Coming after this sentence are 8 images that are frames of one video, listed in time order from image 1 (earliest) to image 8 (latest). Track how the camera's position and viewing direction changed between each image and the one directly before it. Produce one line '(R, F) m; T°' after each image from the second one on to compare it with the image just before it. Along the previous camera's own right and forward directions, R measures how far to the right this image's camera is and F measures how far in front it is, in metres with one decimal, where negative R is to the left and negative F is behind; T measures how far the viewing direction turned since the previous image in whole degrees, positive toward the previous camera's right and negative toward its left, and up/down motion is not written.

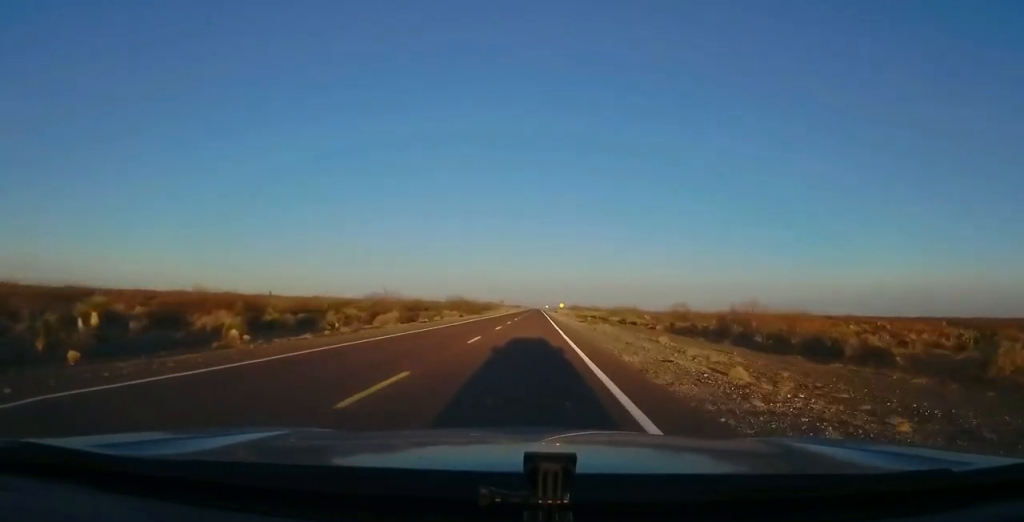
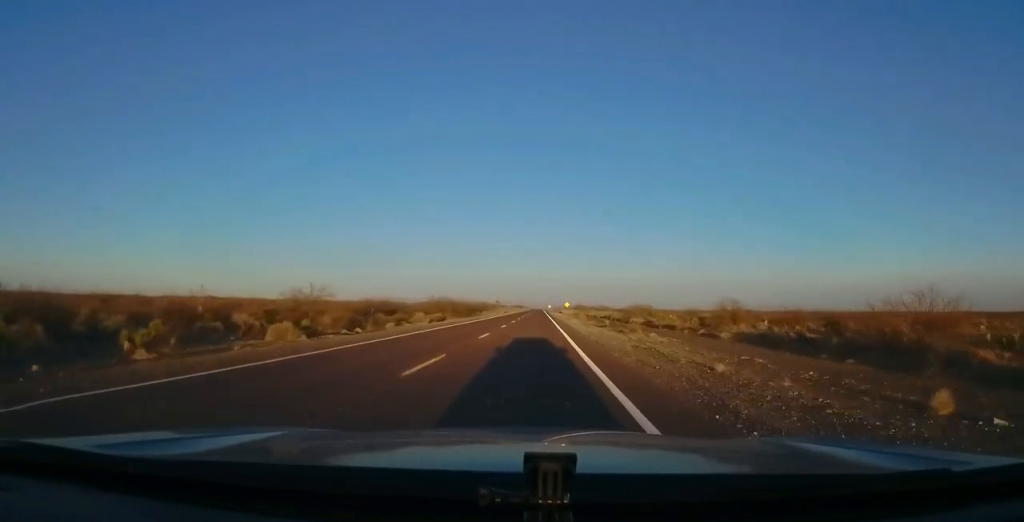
(-0.2, +20.4) m; 0°
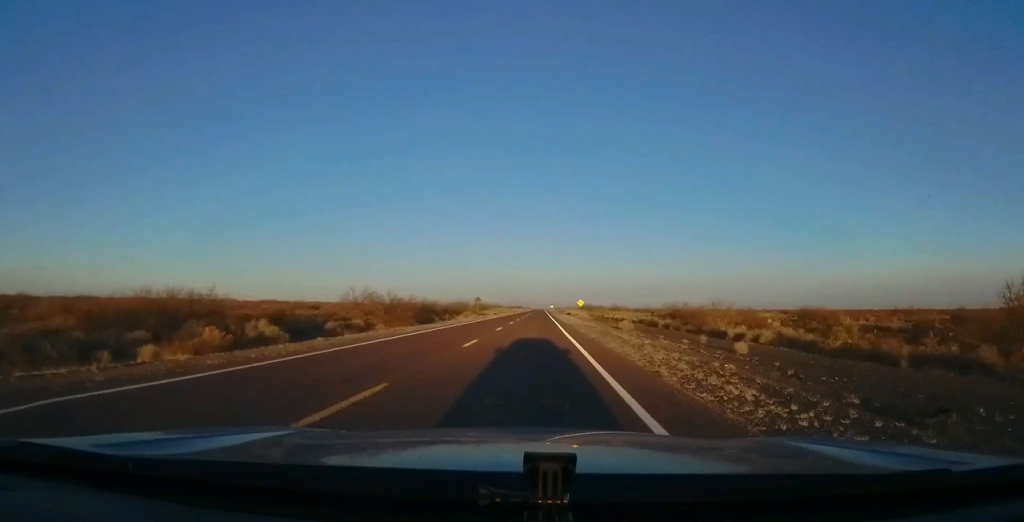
(+0.1, +40.7) m; 0°
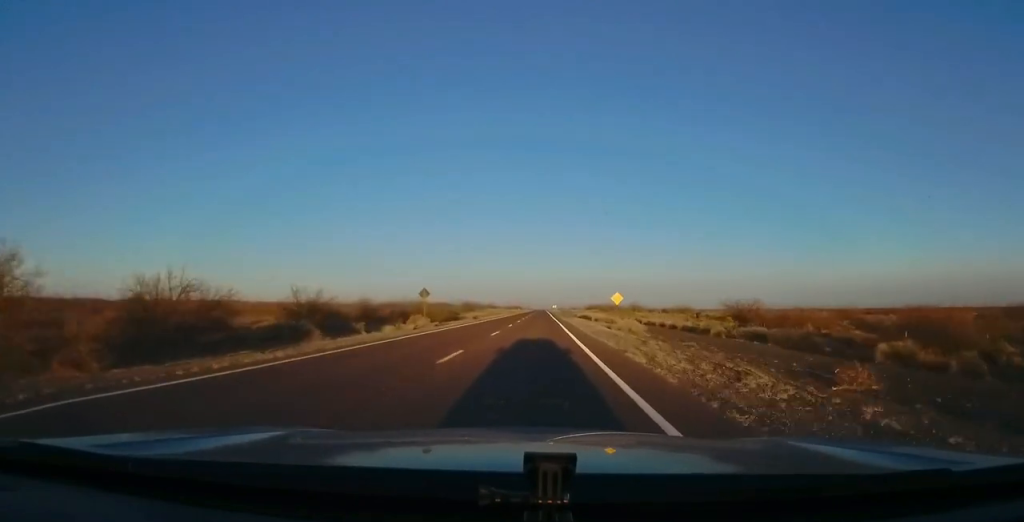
(-0.6, +40.9) m; -1°
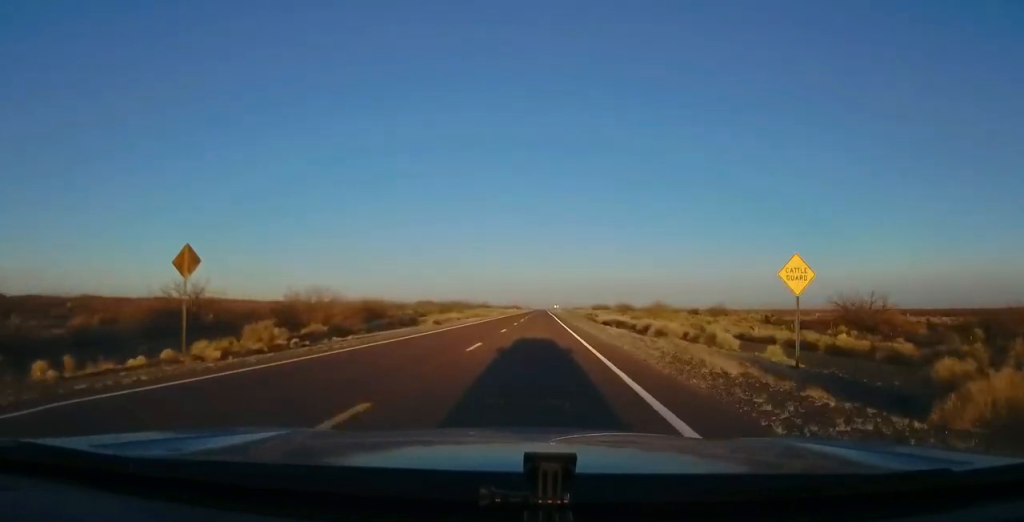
(+0.1, +33.3) m; 0°
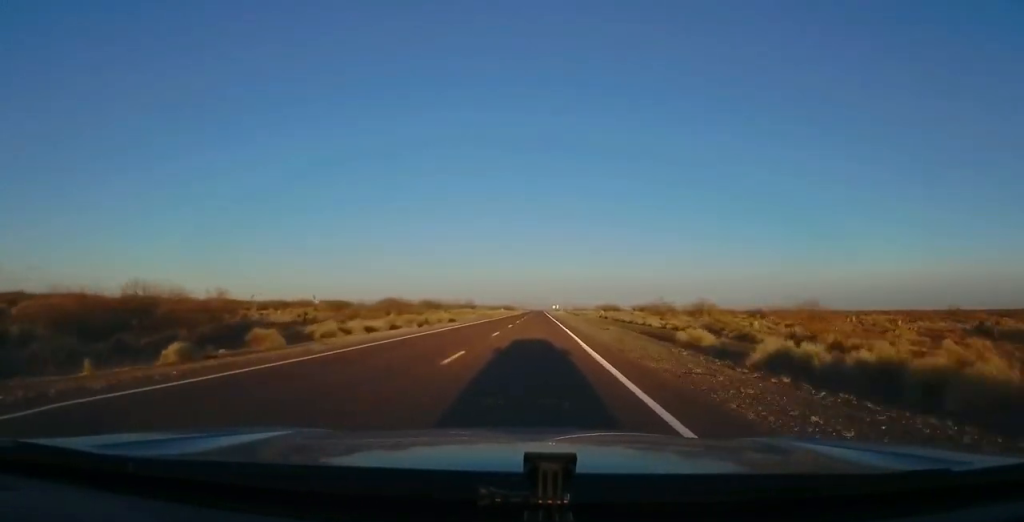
(0.0, +40.2) m; +1°
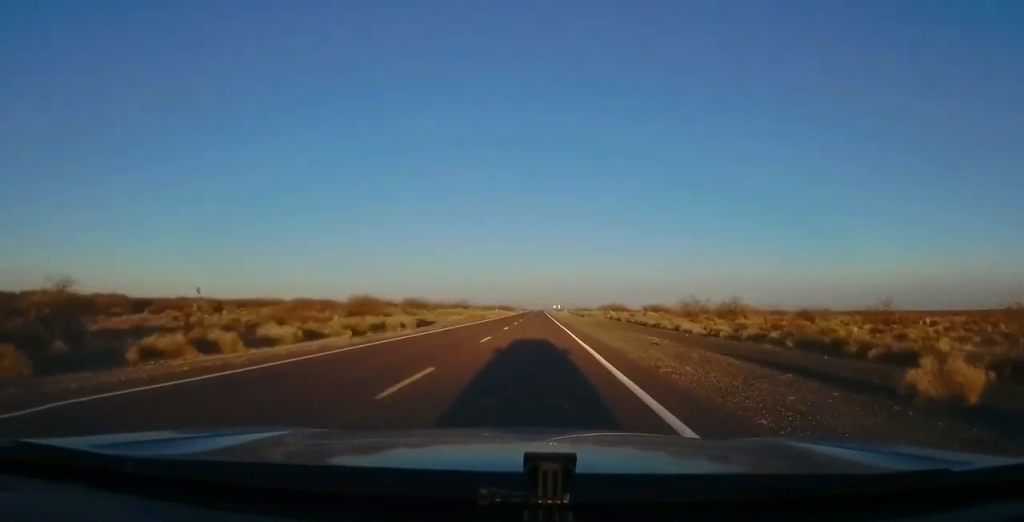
(+0.1, +16.6) m; 0°
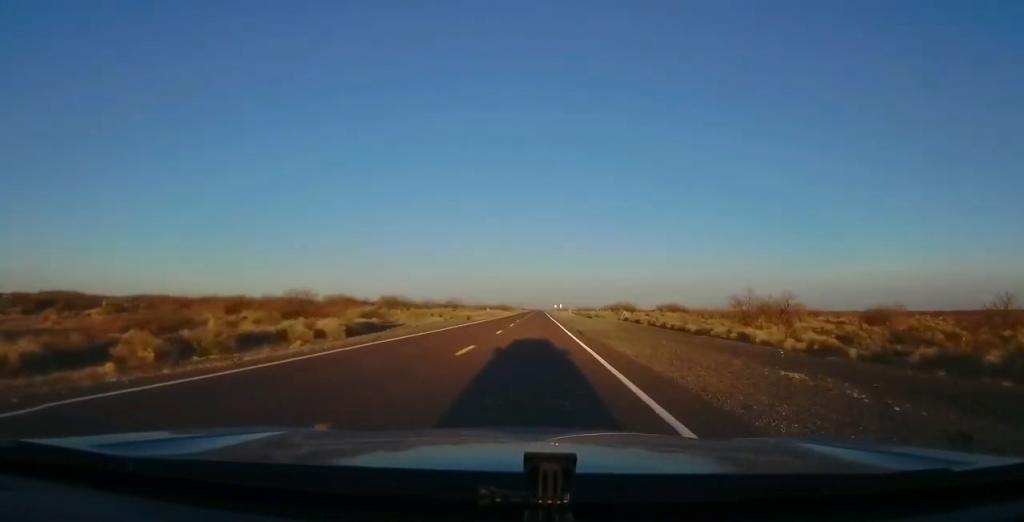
(+0.3, +17.6) m; 0°
